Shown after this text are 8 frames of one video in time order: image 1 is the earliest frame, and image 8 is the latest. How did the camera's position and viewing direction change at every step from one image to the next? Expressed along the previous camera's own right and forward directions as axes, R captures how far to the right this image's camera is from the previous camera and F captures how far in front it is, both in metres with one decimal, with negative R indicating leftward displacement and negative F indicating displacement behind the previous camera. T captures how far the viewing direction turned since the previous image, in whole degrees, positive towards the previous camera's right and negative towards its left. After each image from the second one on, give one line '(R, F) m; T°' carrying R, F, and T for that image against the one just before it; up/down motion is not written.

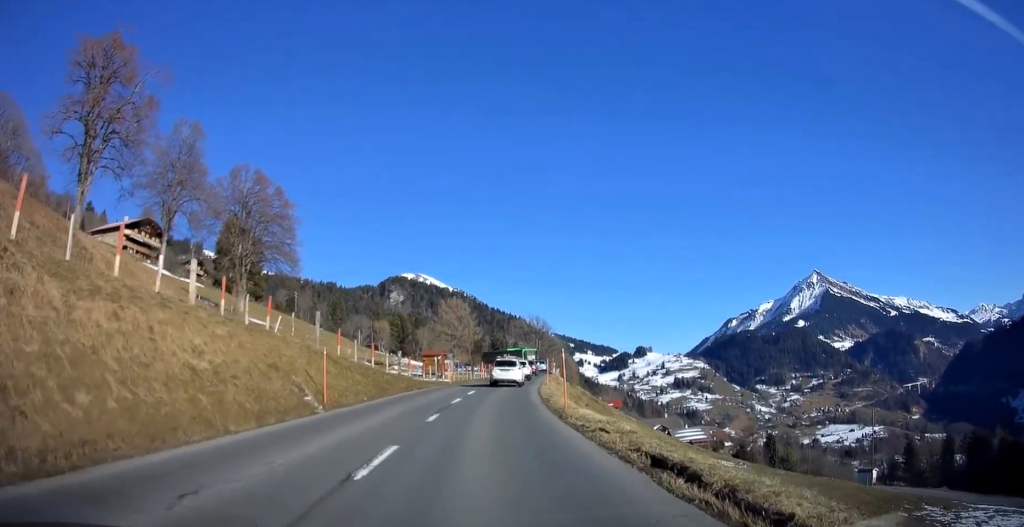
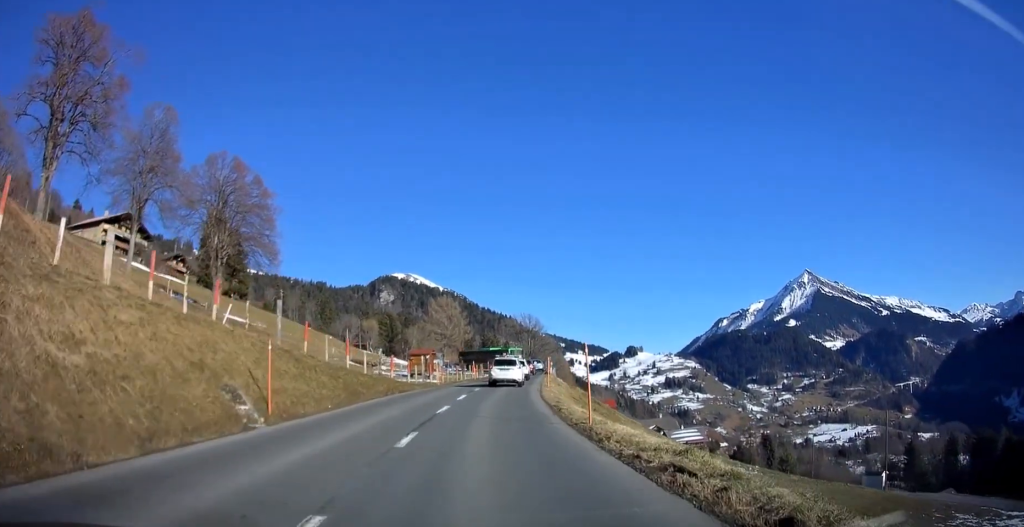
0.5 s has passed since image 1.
(0.0, +4.7) m; +1°
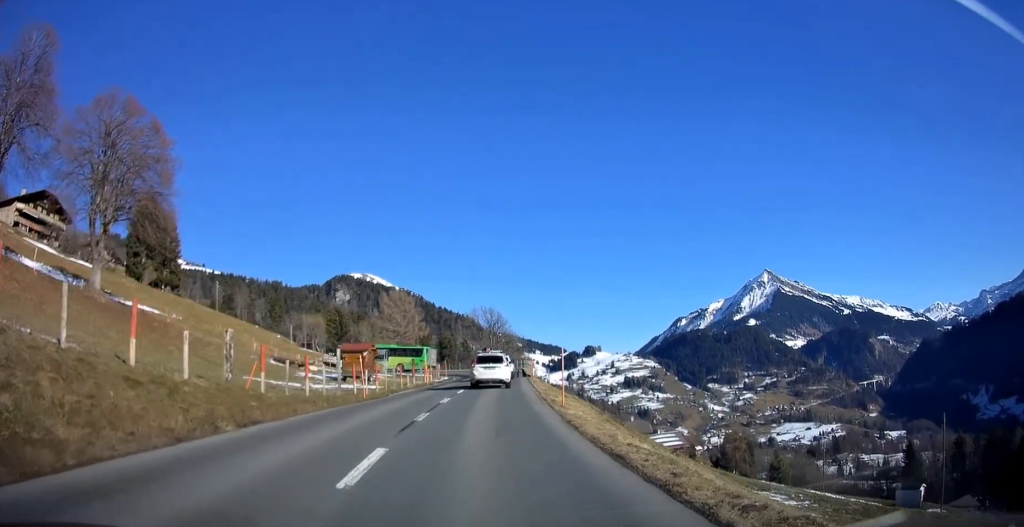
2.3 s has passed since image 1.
(+0.5, +16.3) m; +3°
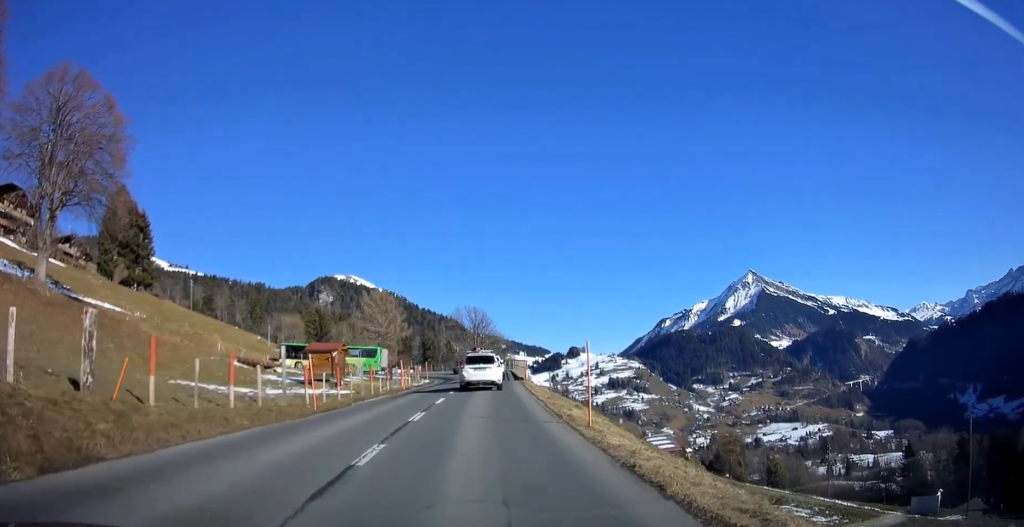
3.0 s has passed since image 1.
(0.0, +6.2) m; +1°
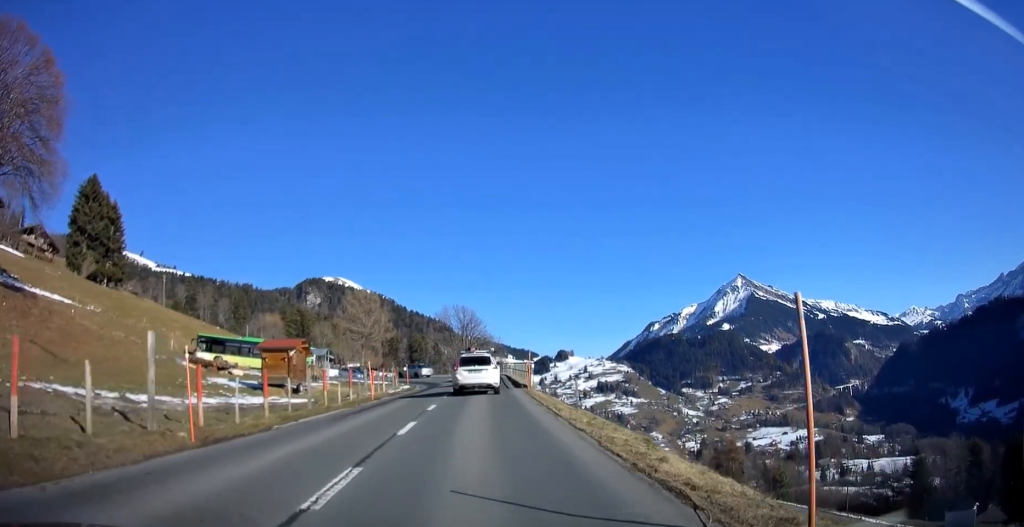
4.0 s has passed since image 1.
(+0.2, +8.4) m; +1°
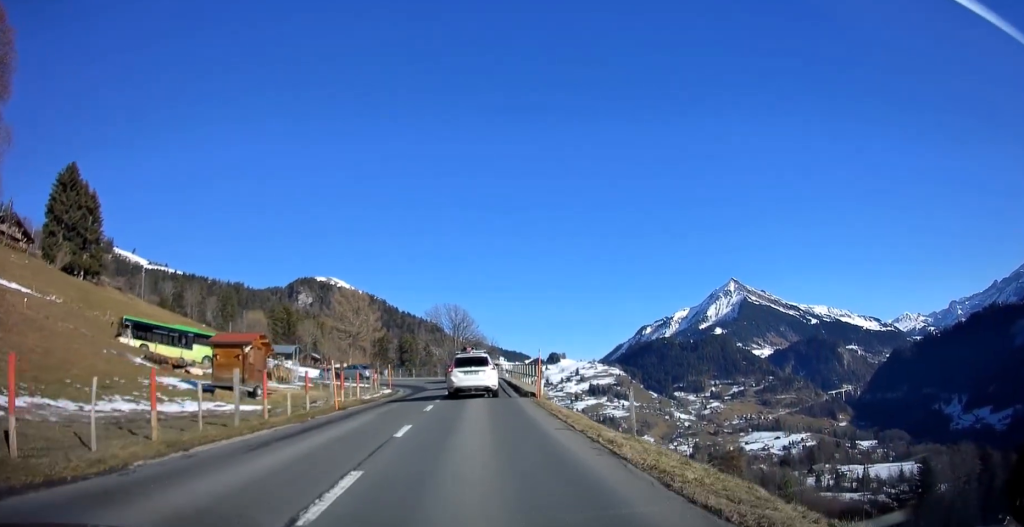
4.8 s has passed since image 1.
(0.0, +6.4) m; +1°
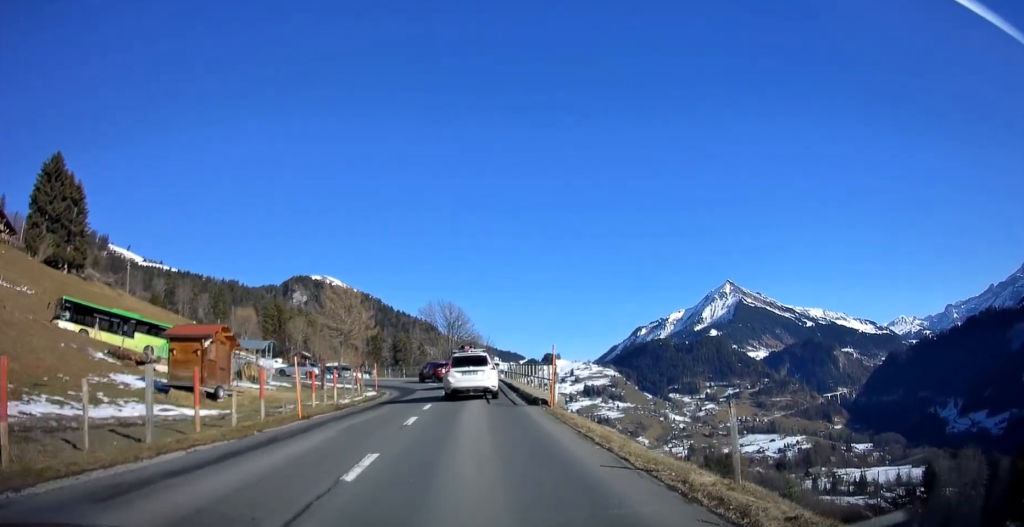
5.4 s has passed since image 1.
(+0.1, +4.2) m; +1°
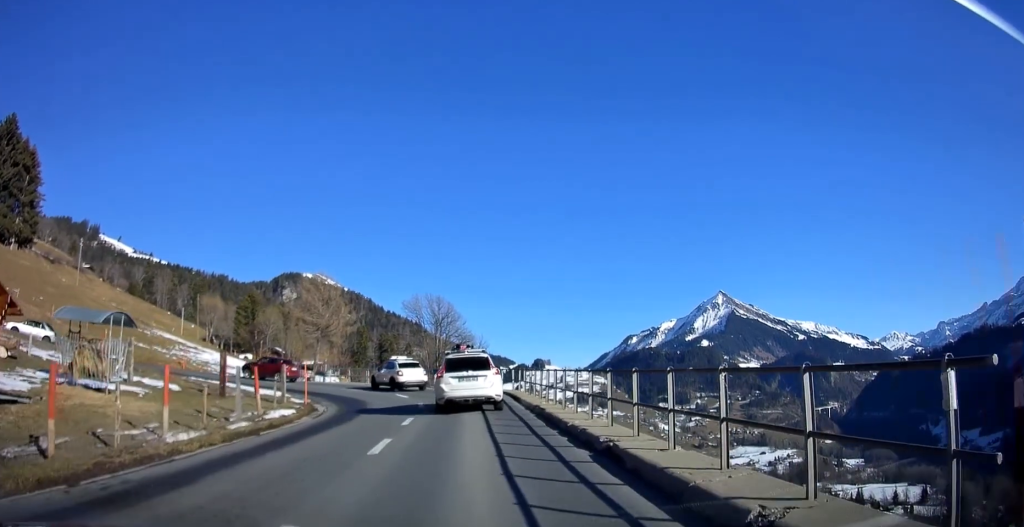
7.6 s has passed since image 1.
(+0.3, +15.2) m; +1°
